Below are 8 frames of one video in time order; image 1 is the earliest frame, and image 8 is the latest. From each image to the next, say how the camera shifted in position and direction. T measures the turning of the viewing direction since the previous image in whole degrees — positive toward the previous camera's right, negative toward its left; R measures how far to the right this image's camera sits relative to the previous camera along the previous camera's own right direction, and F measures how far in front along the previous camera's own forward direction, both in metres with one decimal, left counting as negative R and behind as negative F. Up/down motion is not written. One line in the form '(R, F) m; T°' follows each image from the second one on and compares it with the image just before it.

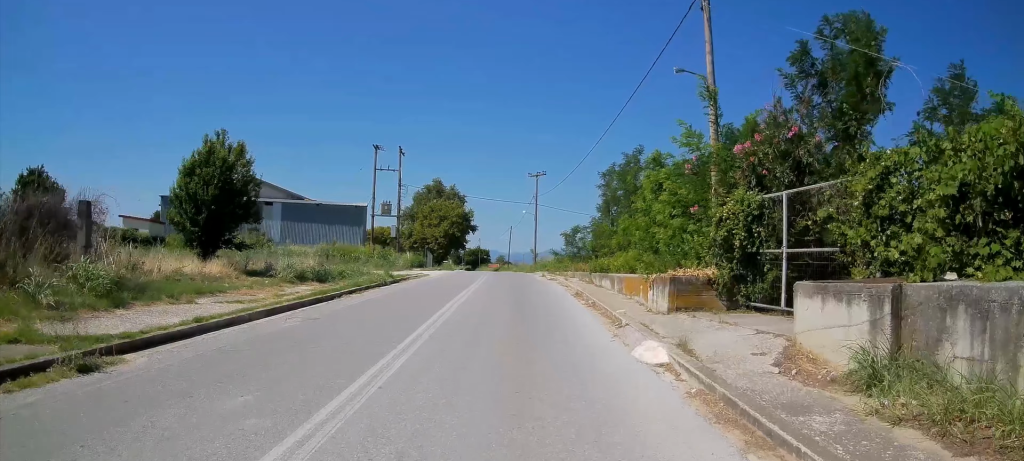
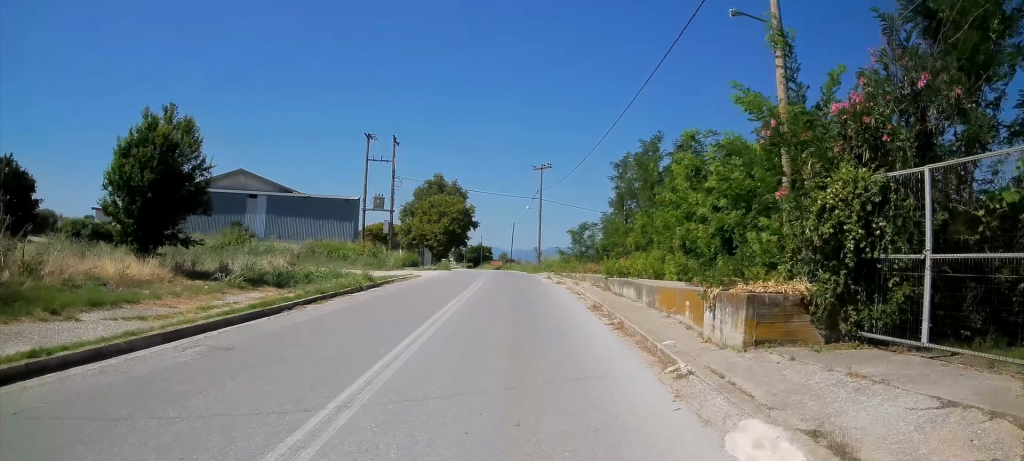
(-0.1, +3.9) m; -3°
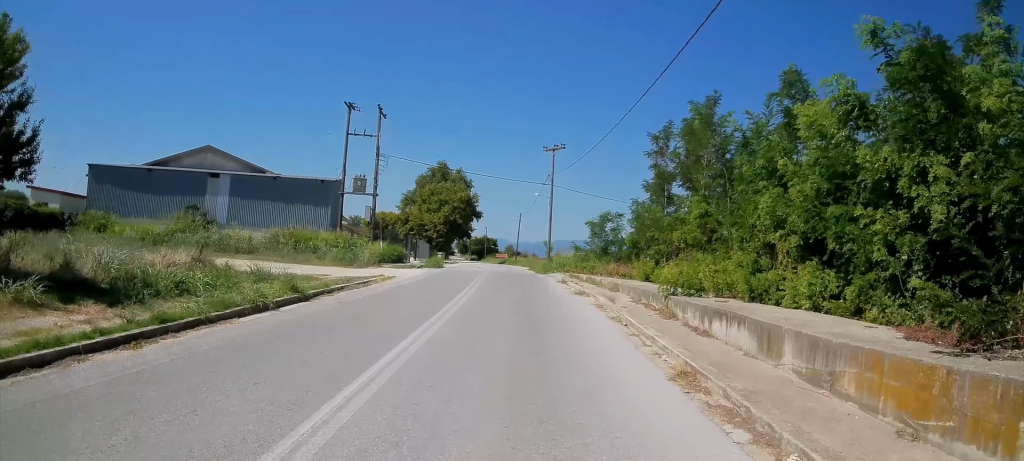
(-0.4, +7.4) m; -2°
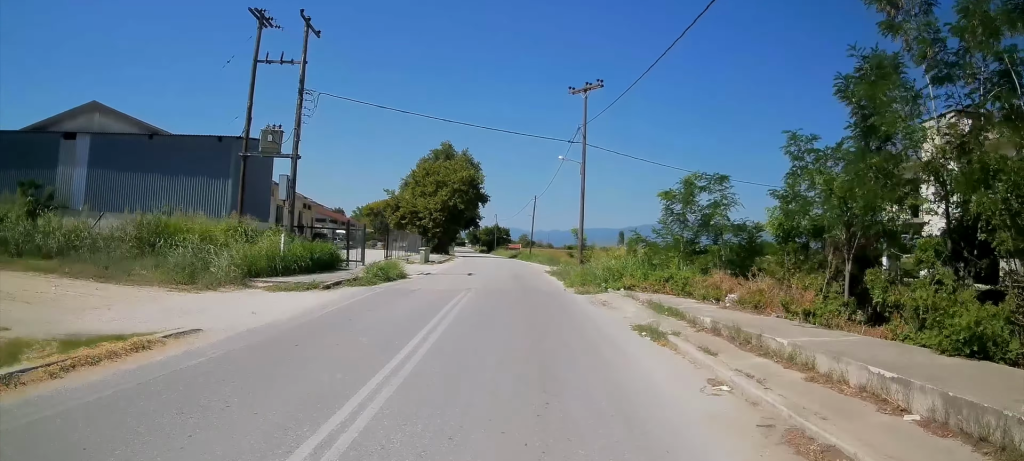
(+0.3, +14.5) m; 0°
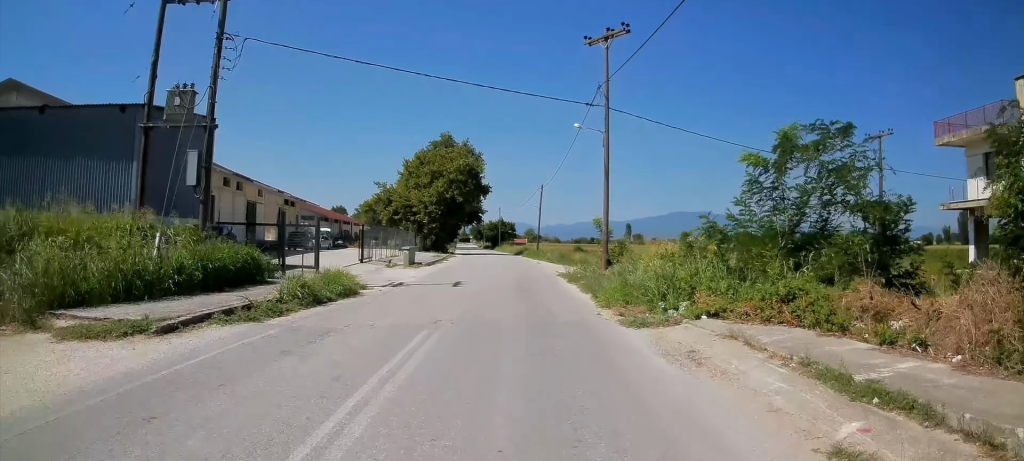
(-0.1, +6.7) m; -1°
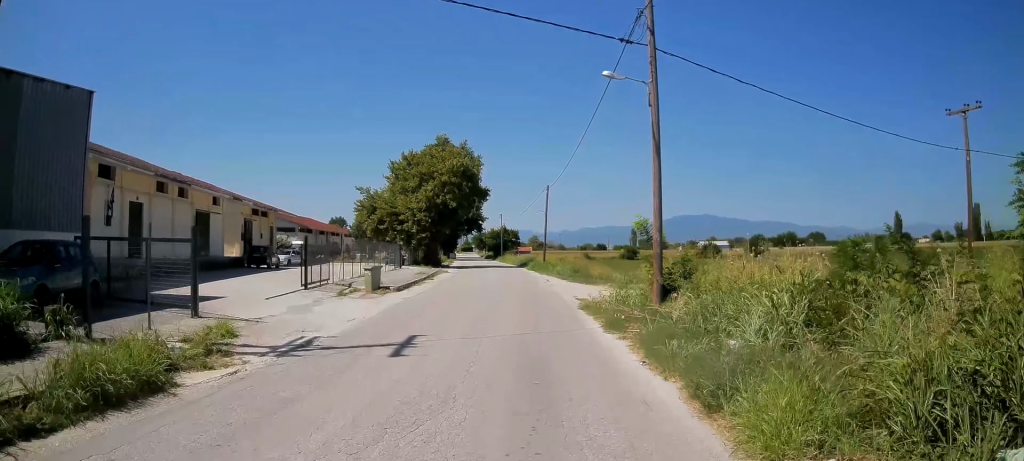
(0.0, +8.6) m; 0°
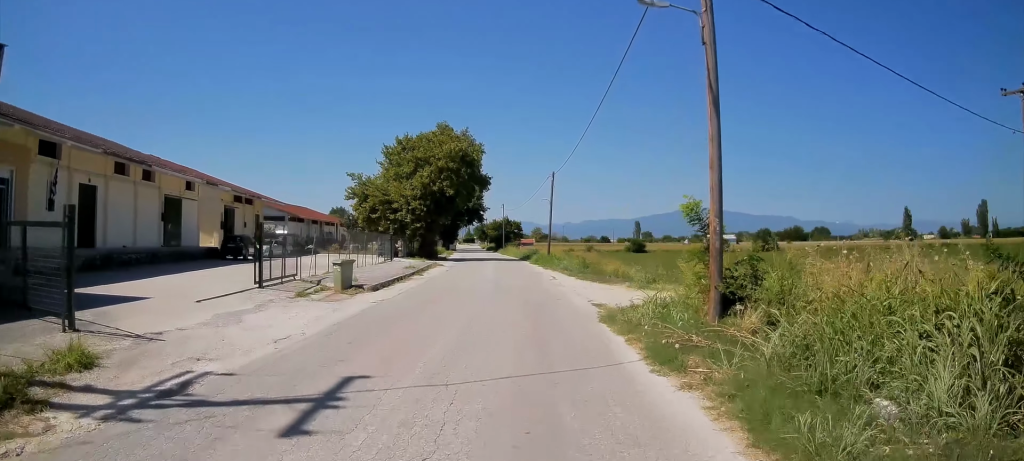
(0.0, +4.5) m; 0°
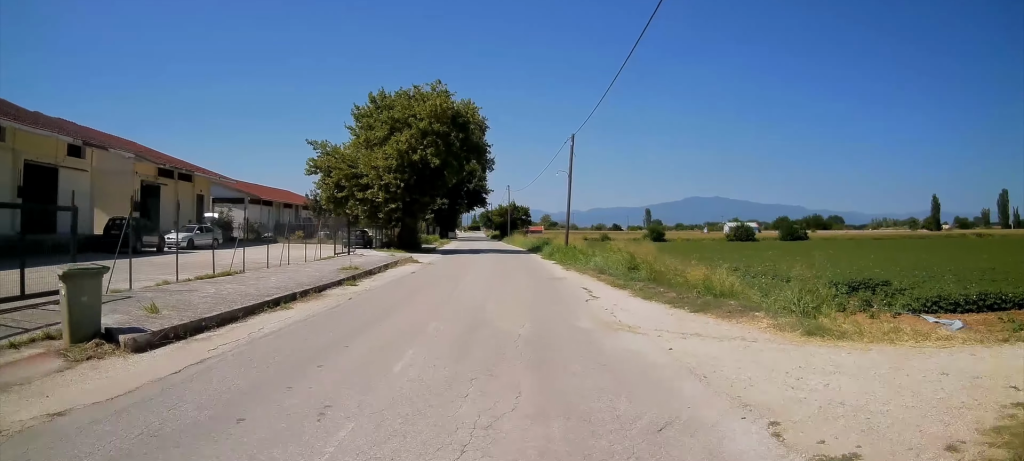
(-0.2, +13.1) m; -2°
